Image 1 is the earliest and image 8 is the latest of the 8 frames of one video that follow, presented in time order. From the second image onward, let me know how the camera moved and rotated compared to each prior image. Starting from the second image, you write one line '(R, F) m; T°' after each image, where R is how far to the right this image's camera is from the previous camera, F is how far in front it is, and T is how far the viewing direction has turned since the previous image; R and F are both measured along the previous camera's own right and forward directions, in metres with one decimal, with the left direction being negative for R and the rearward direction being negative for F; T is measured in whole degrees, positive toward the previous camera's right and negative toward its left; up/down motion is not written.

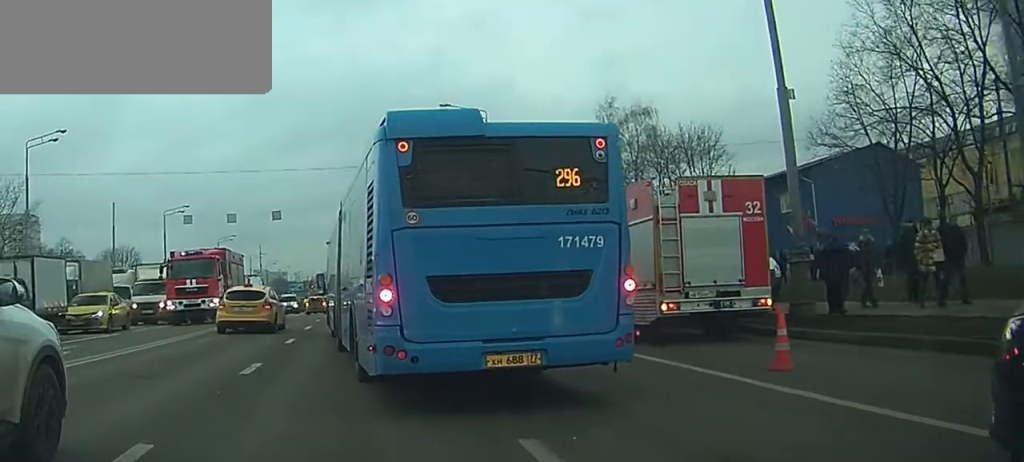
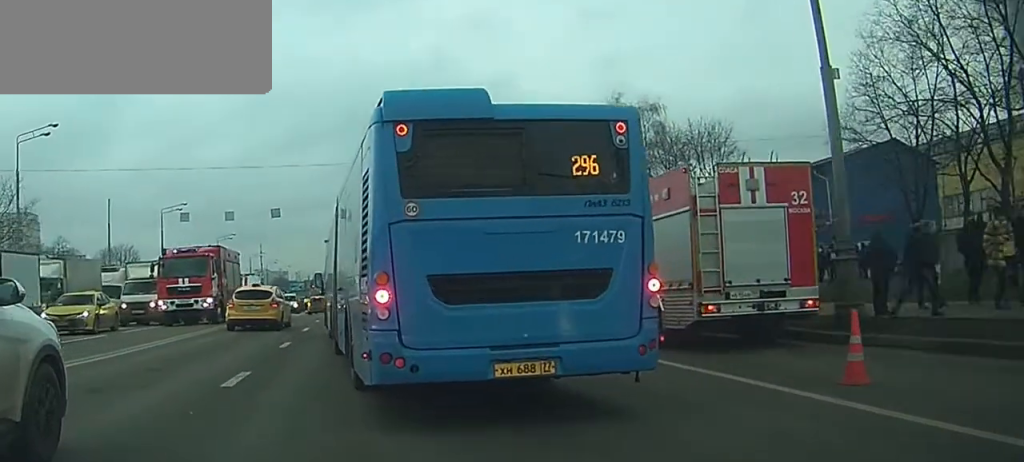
(0.0, +1.7) m; 0°
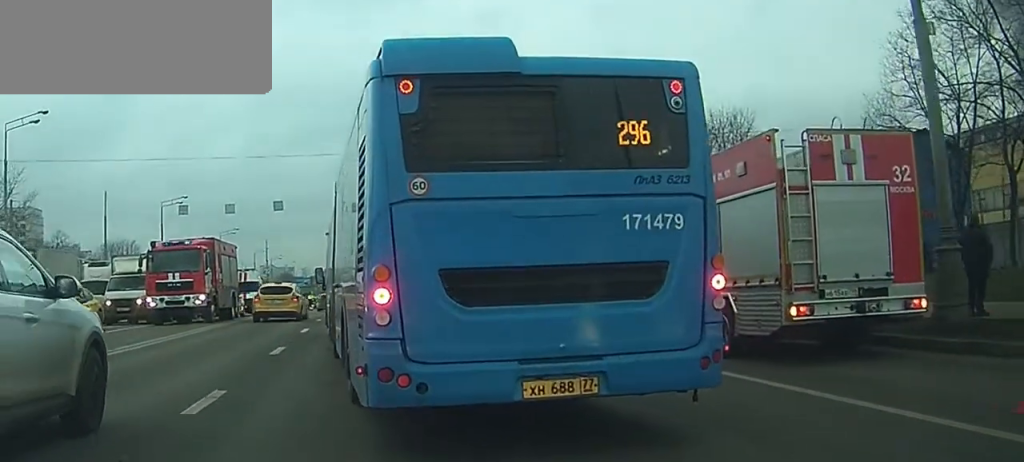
(0.0, +4.0) m; 0°
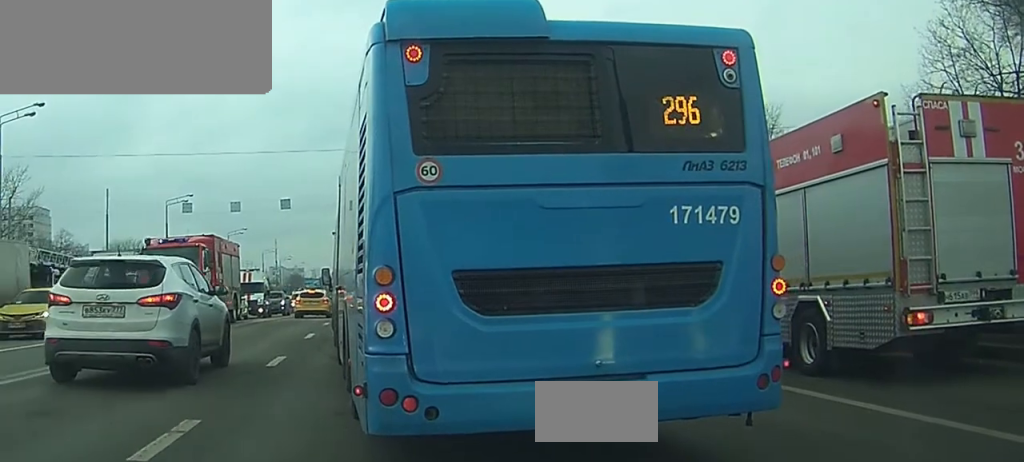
(-0.1, +6.9) m; -3°
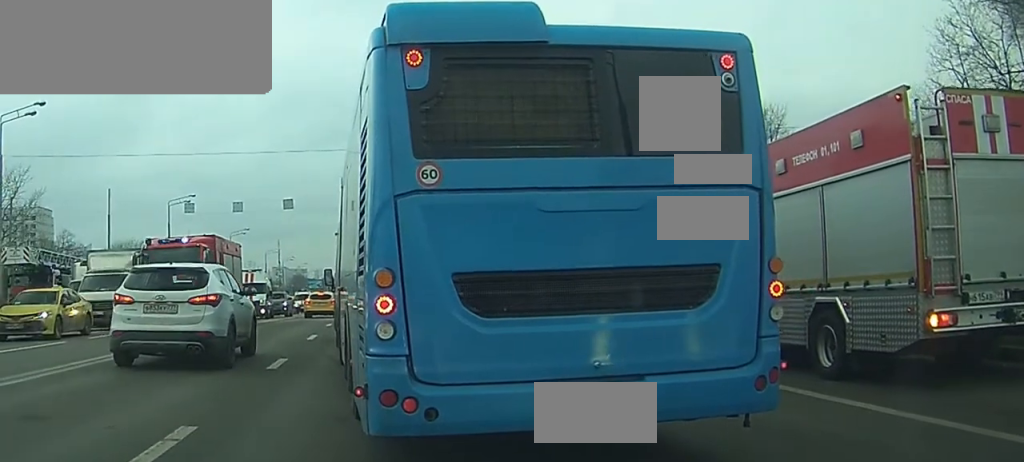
(0.0, +1.5) m; -1°
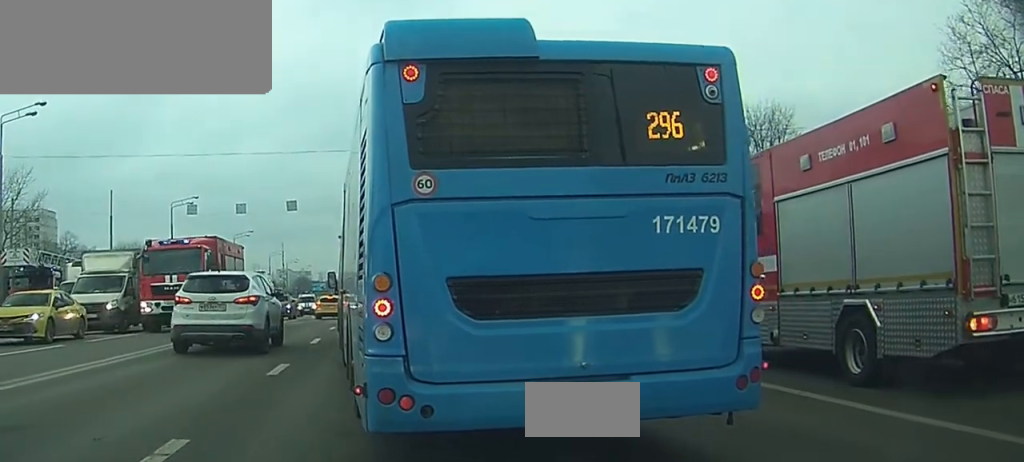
(0.0, +1.4) m; -2°
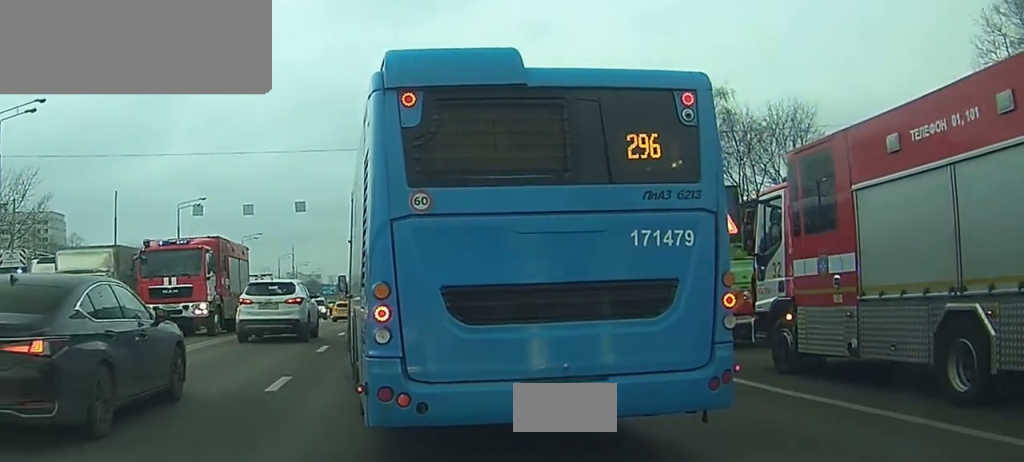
(0.0, +1.9) m; 0°
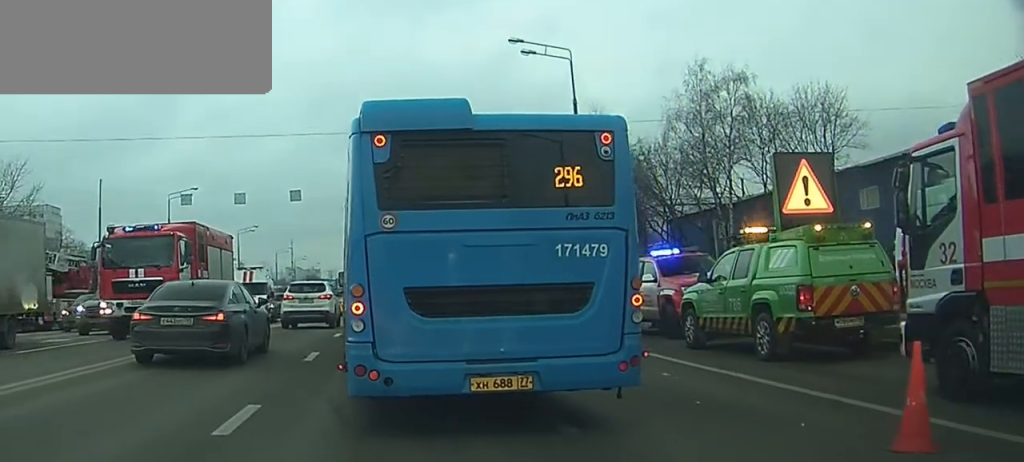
(+0.1, +3.0) m; +1°
